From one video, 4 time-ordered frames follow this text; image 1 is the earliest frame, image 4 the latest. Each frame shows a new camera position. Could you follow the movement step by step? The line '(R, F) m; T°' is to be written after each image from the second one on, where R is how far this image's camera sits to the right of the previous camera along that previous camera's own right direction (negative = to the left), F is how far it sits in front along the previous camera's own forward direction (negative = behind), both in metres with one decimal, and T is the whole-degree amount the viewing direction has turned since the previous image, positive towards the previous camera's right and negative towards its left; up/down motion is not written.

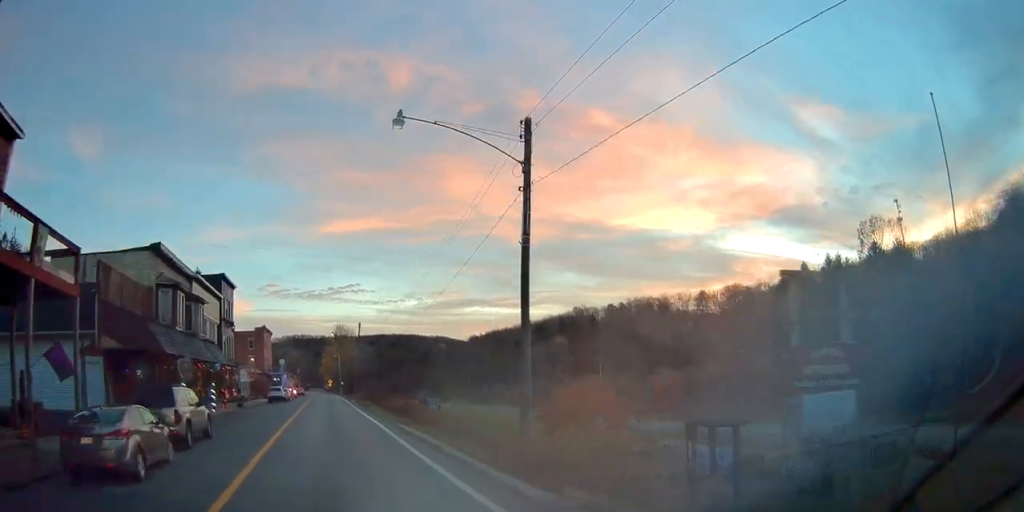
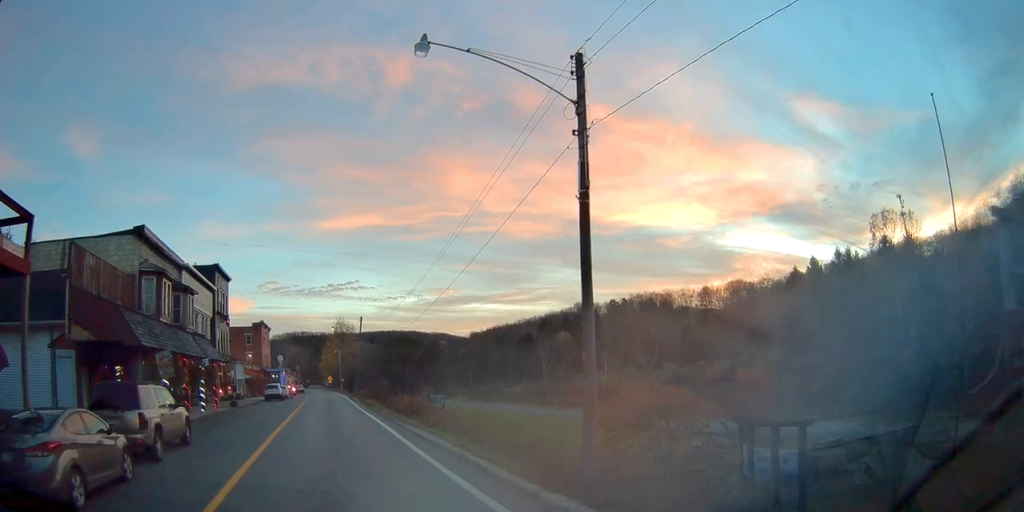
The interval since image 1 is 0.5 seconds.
(0.0, +3.3) m; 0°
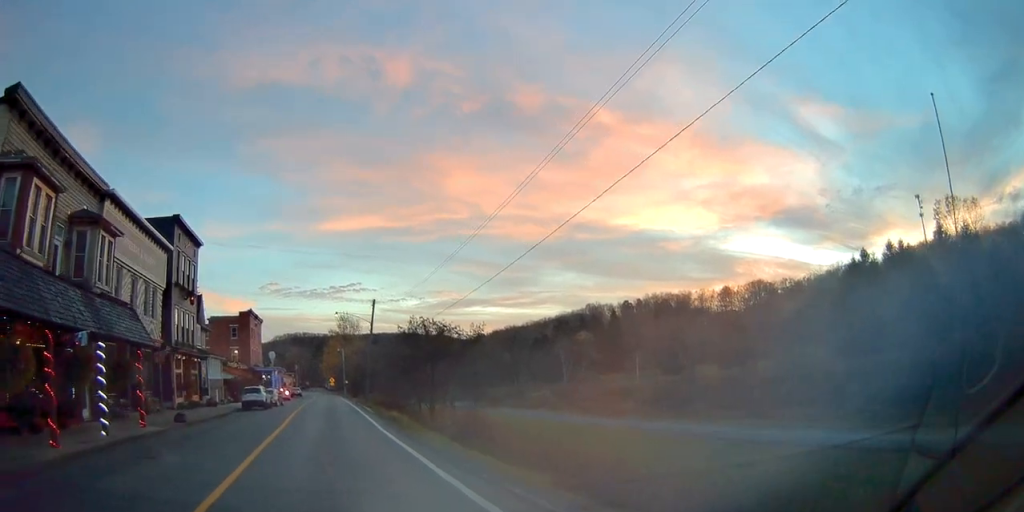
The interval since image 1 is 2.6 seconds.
(-0.6, +15.4) m; -3°
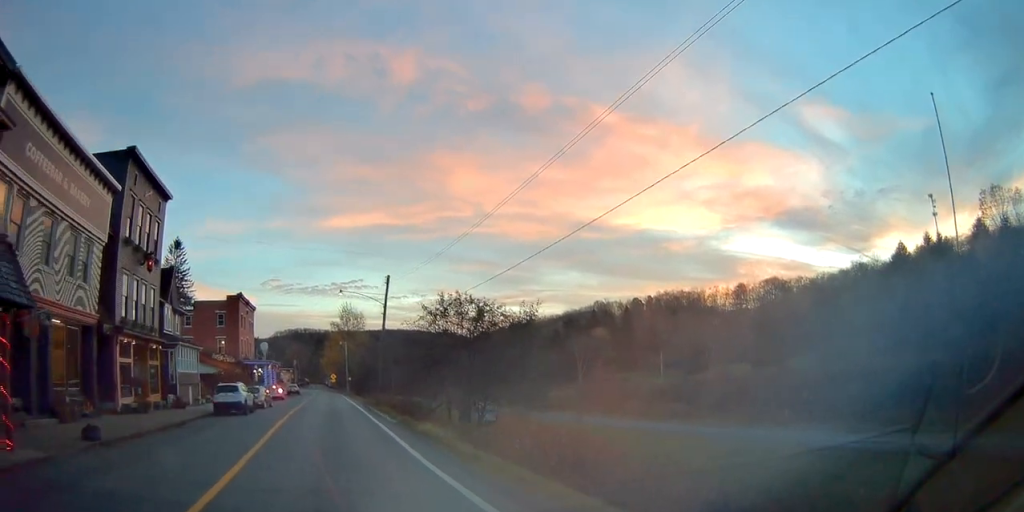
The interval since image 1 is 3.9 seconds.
(-0.1, +10.3) m; +1°
